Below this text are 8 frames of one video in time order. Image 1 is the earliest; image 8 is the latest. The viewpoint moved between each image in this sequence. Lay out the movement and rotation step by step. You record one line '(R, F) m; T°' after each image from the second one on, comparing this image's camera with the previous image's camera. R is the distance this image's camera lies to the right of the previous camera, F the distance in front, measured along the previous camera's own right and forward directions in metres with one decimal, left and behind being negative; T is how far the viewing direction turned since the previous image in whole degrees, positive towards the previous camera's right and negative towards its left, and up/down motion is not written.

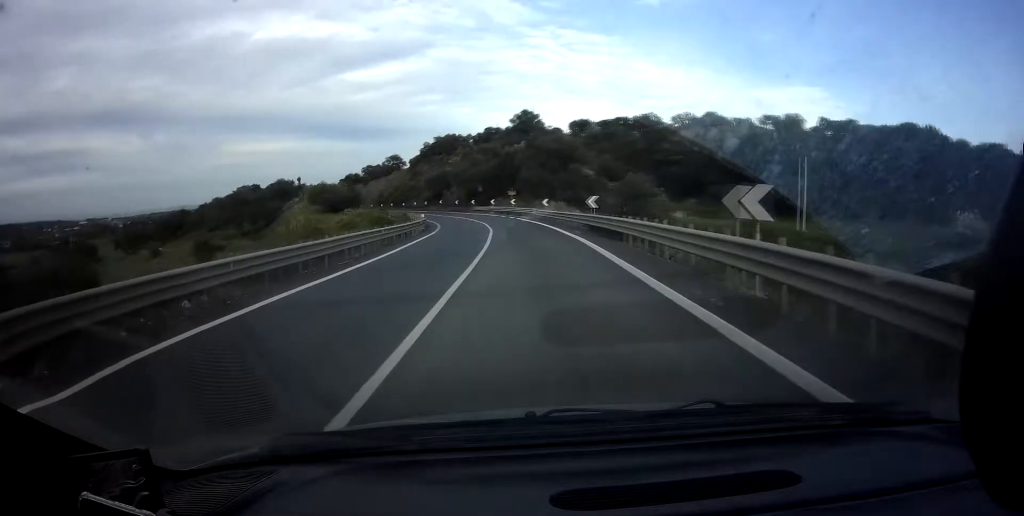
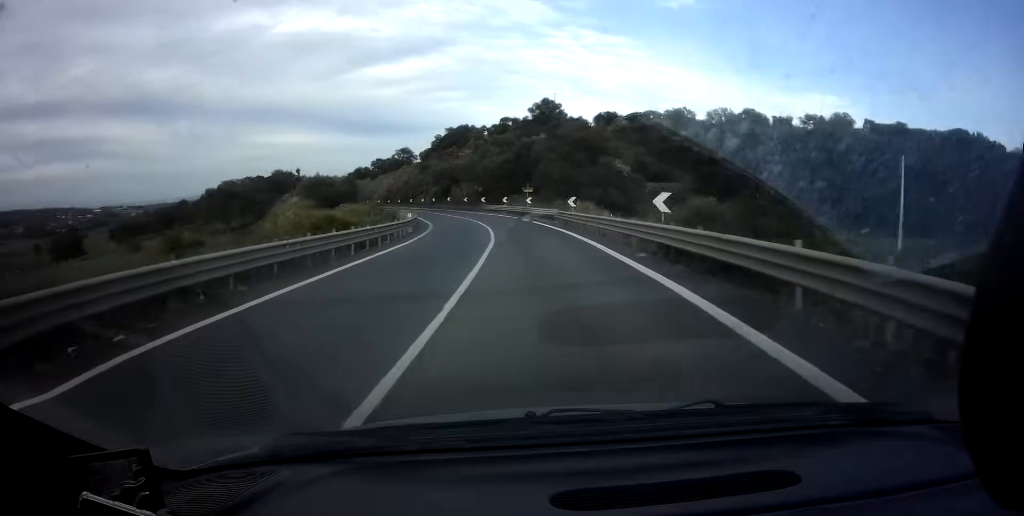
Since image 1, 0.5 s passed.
(-0.2, +12.1) m; -3°
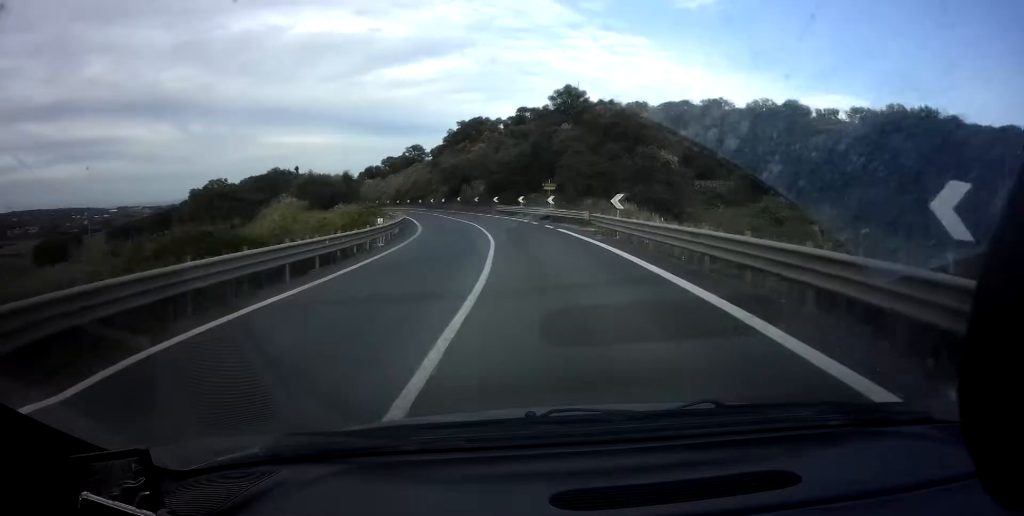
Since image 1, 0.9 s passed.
(-0.3, +11.1) m; -3°
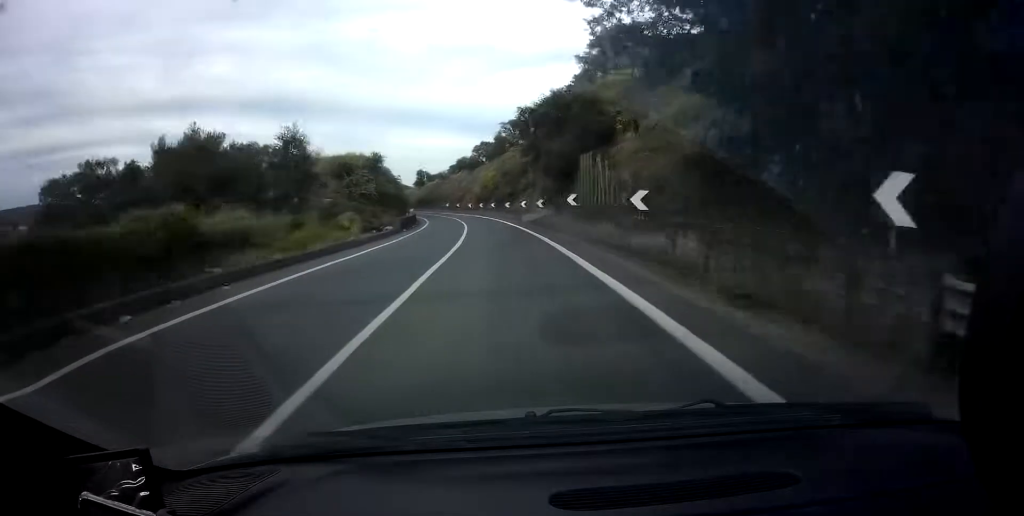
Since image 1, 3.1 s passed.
(-5.9, +53.1) m; -12°
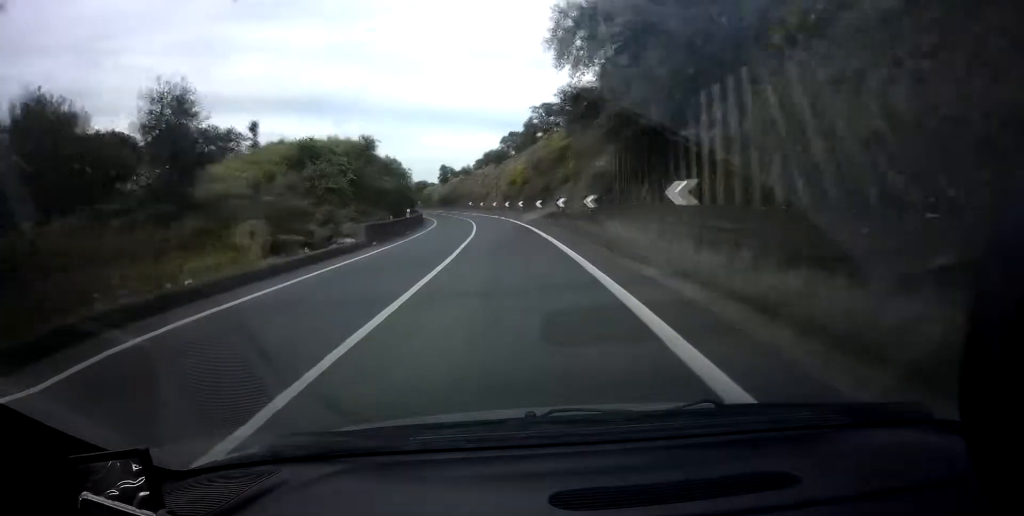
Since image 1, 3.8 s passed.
(-0.5, +16.6) m; -3°
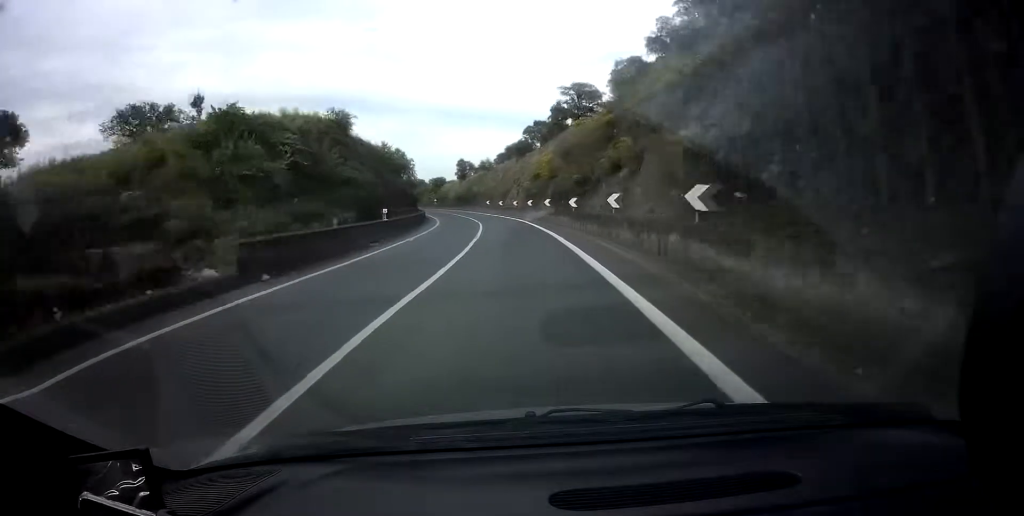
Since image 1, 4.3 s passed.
(-0.1, +13.7) m; -3°
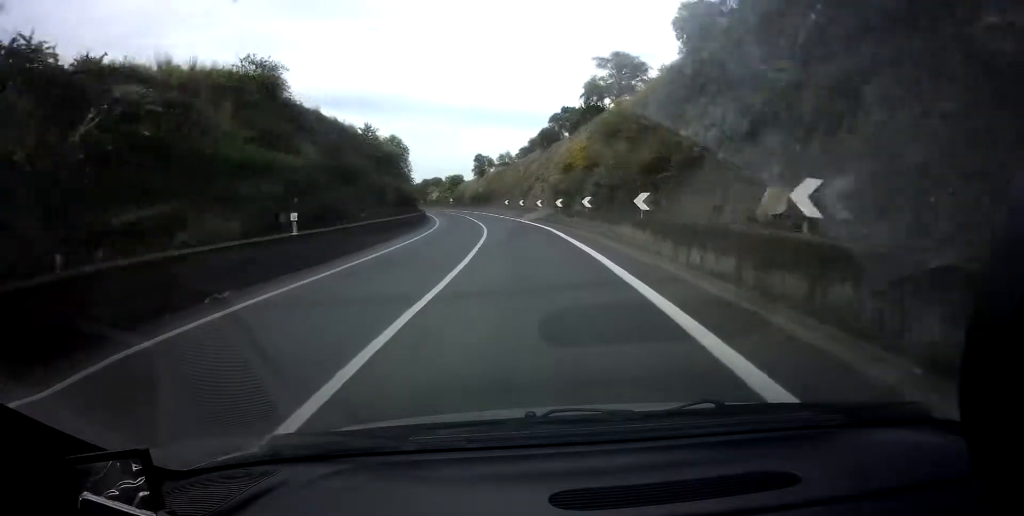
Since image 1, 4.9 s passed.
(-0.6, +14.5) m; -3°
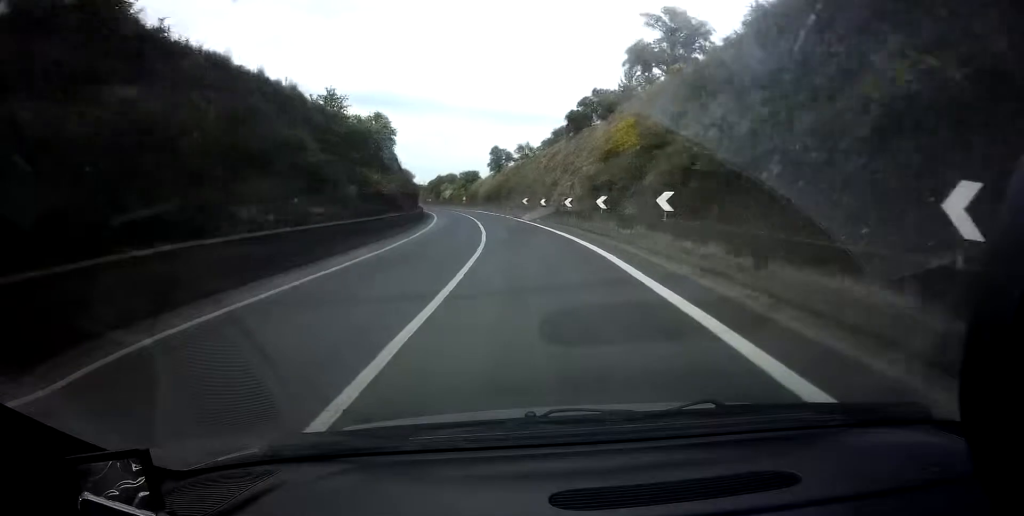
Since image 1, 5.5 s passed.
(-0.3, +13.6) m; -2°
